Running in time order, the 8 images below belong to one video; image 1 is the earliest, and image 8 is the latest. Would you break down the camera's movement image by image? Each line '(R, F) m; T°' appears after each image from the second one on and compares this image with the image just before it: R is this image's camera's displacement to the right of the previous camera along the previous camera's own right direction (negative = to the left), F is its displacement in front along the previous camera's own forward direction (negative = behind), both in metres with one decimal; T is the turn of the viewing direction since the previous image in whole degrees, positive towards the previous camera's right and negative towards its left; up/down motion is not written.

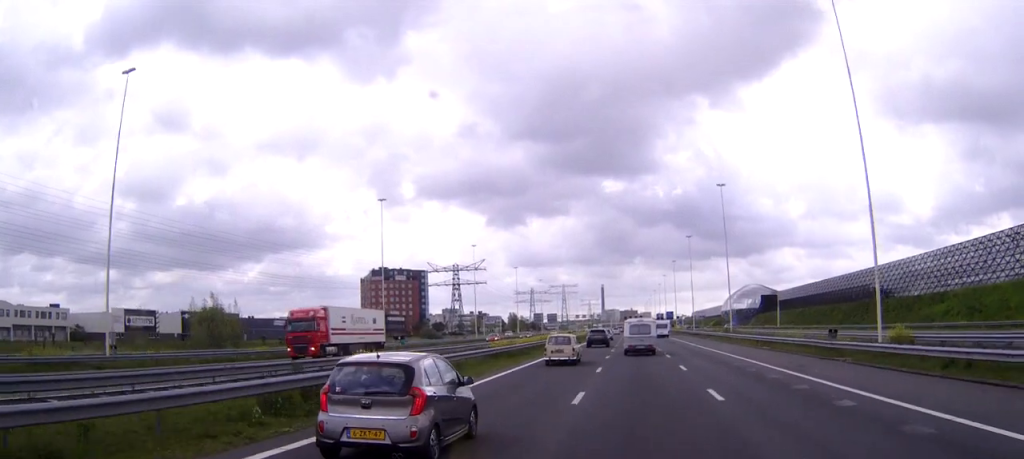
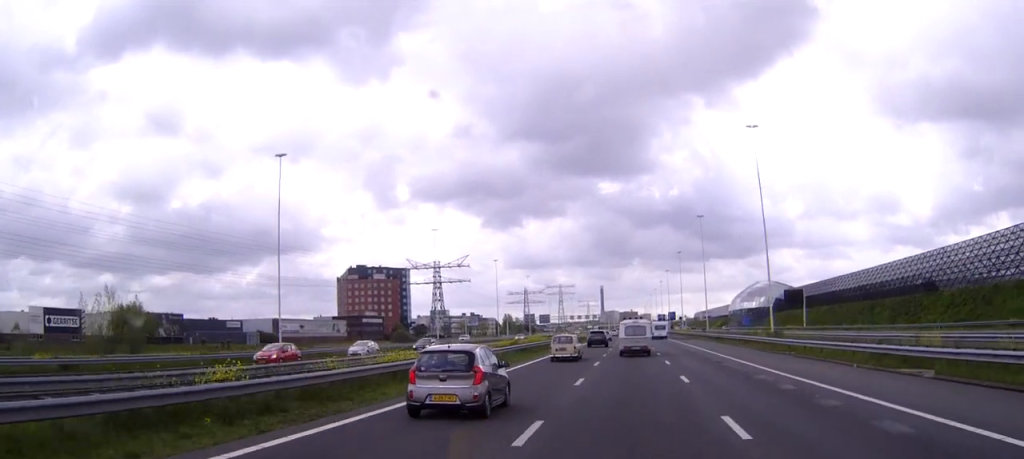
(+0.1, +30.5) m; 0°
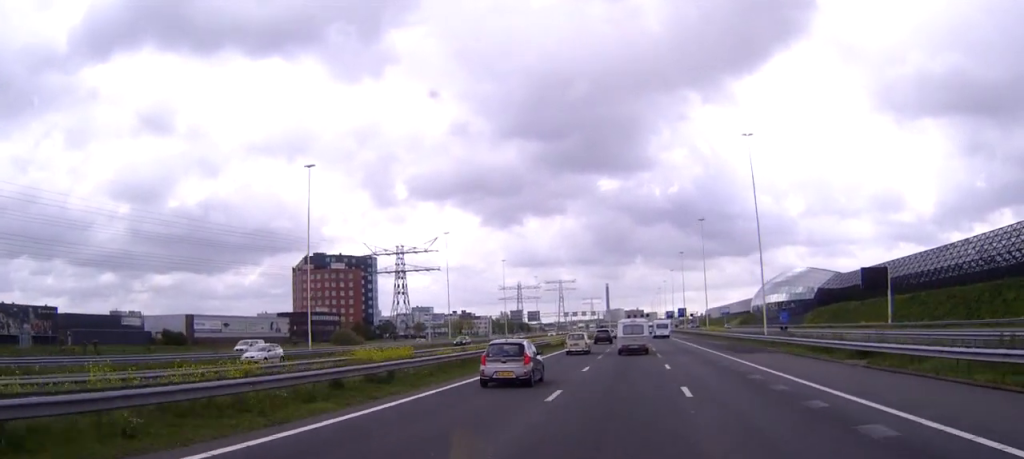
(+0.1, +53.0) m; 0°
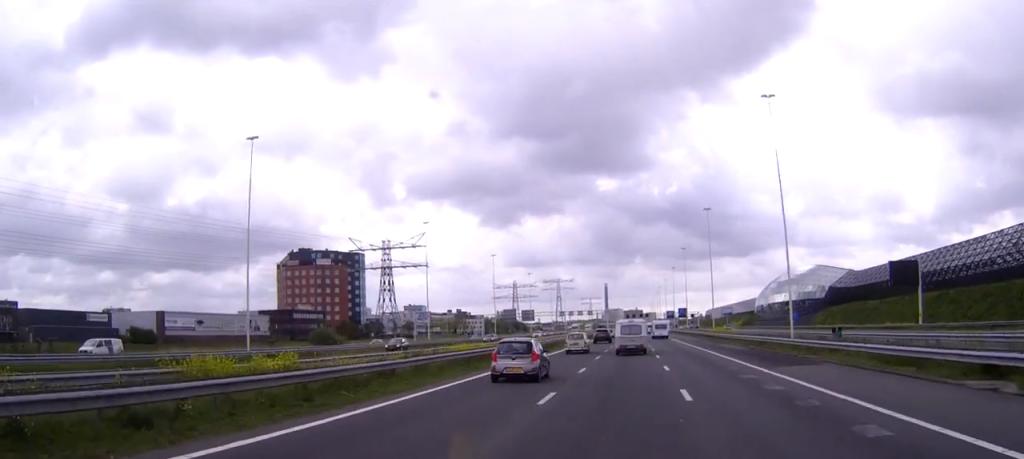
(0.0, +12.9) m; 0°
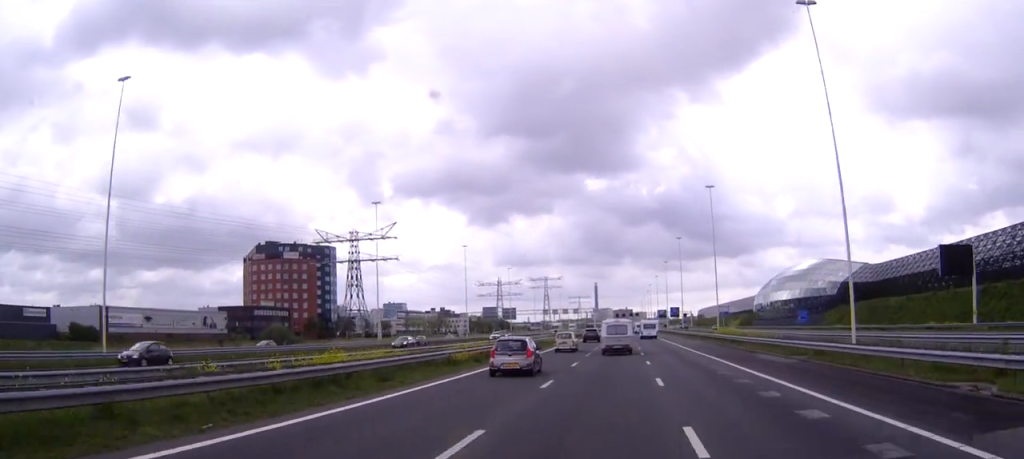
(0.0, +19.4) m; 0°
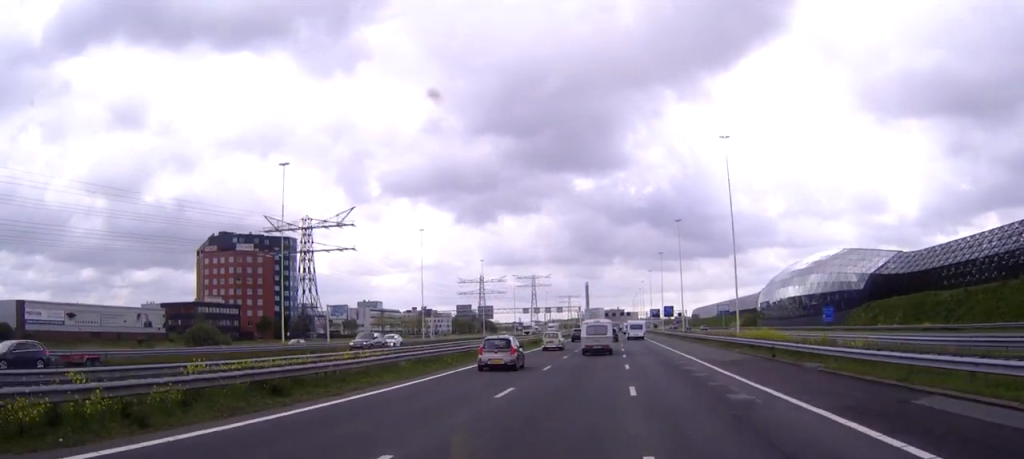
(+0.1, +26.7) m; +1°
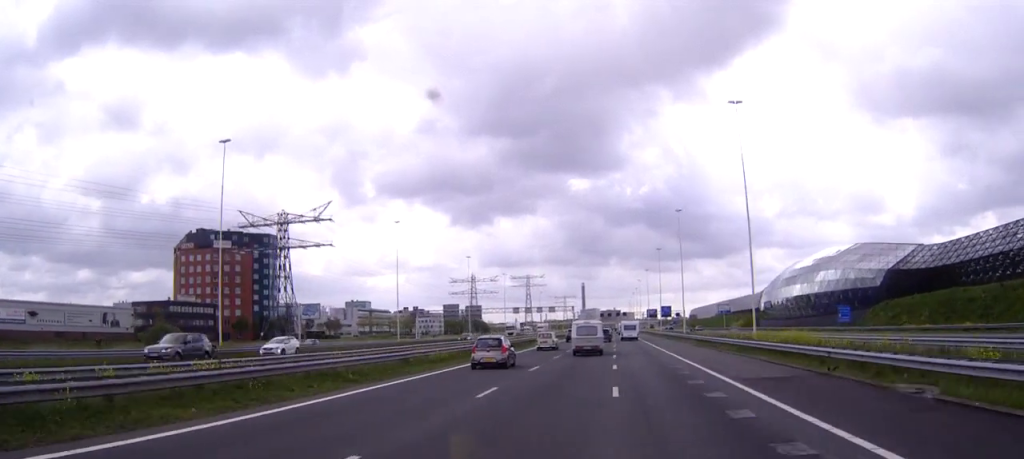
(0.0, +12.2) m; 0°
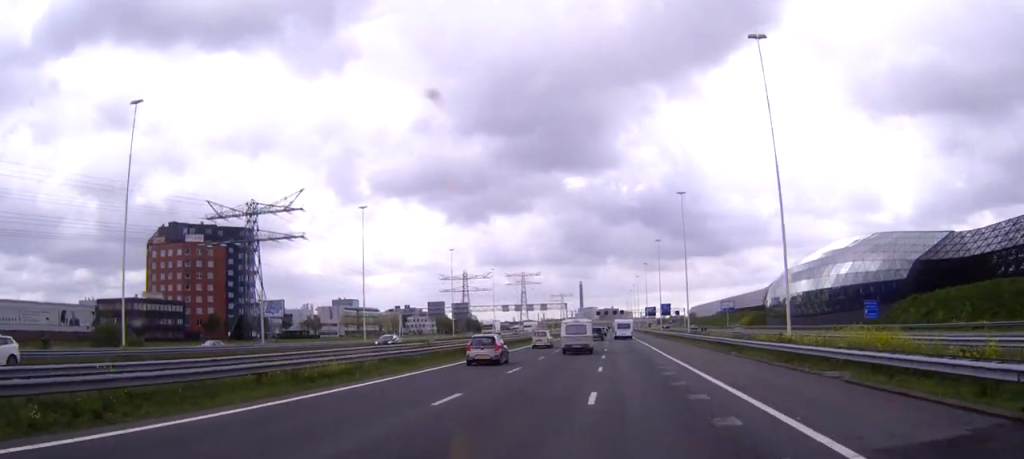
(+0.1, +14.5) m; 0°
